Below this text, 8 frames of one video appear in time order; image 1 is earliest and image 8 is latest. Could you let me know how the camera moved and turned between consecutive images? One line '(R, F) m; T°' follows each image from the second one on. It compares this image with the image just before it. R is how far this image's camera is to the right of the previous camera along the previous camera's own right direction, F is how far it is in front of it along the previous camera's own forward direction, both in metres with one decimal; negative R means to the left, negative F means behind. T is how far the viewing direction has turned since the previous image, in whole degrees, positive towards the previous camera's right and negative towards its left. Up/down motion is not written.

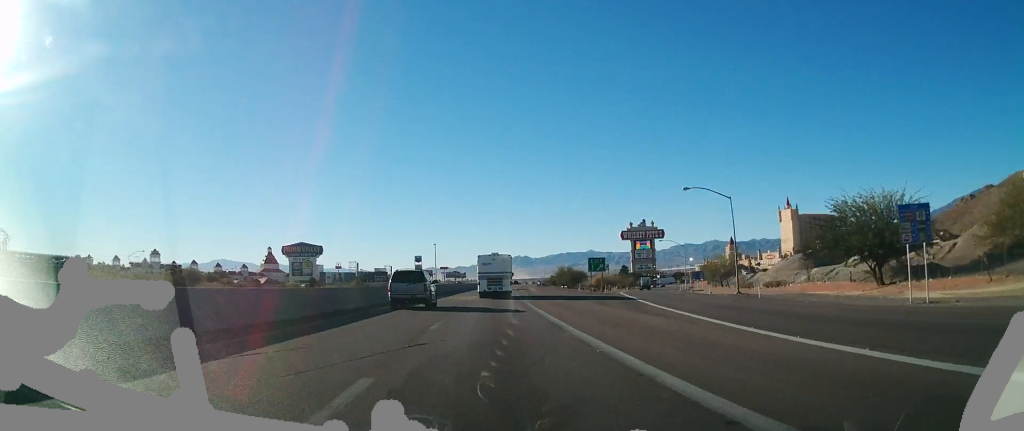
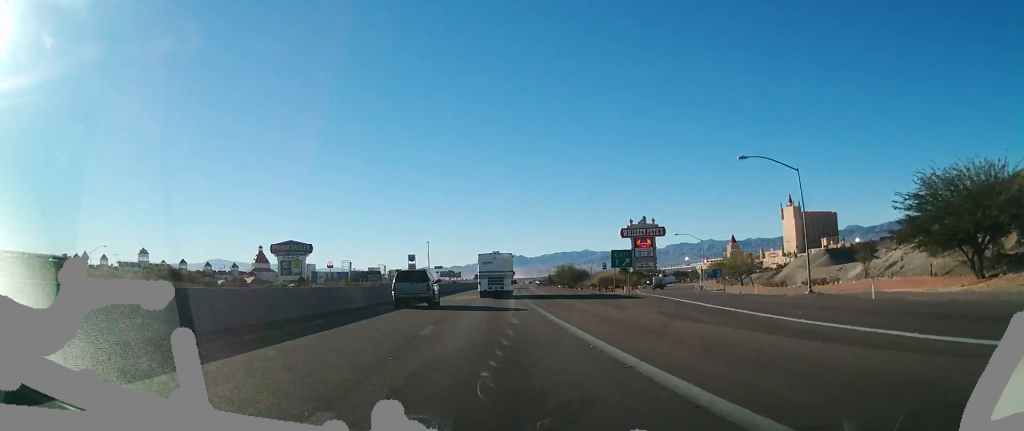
(+0.3, +14.5) m; +1°
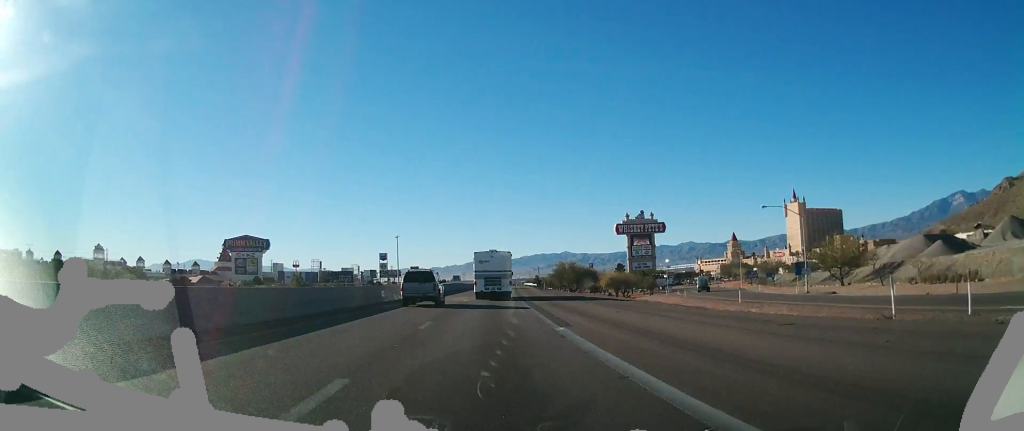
(+0.9, +46.7) m; +2°
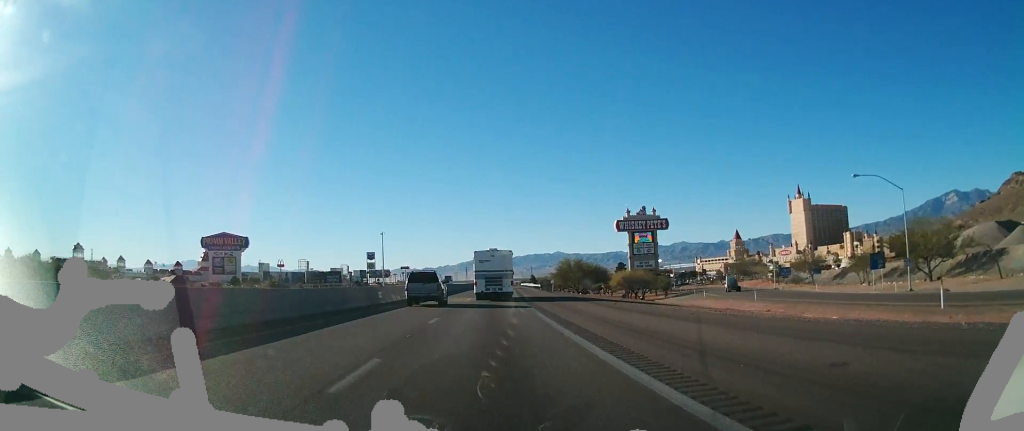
(+0.2, +22.1) m; +1°
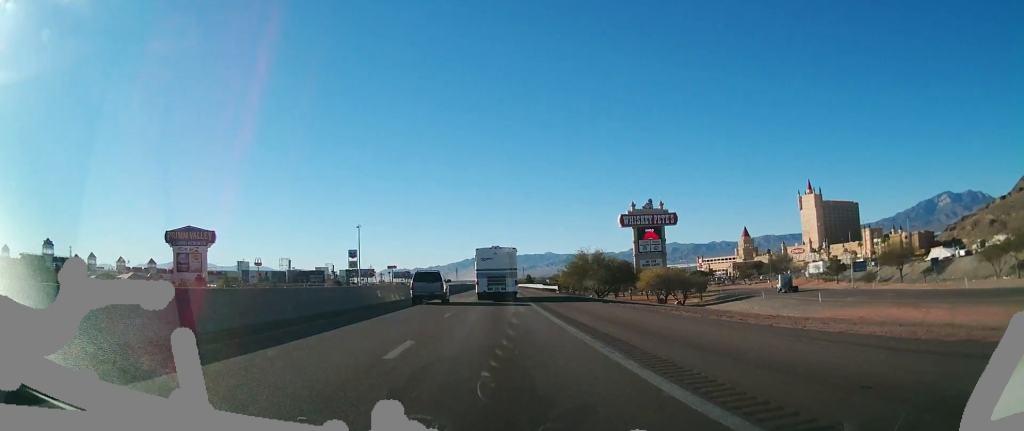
(+0.7, +33.1) m; +2°
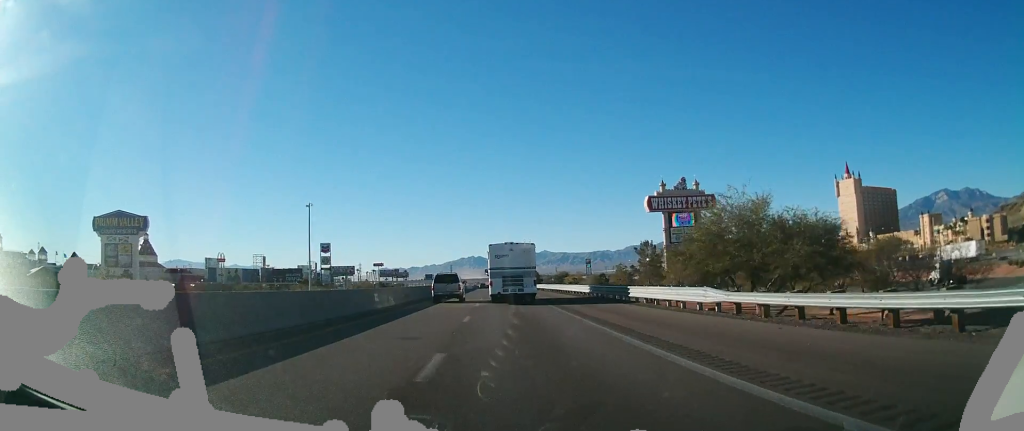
(+0.7, +63.0) m; +1°
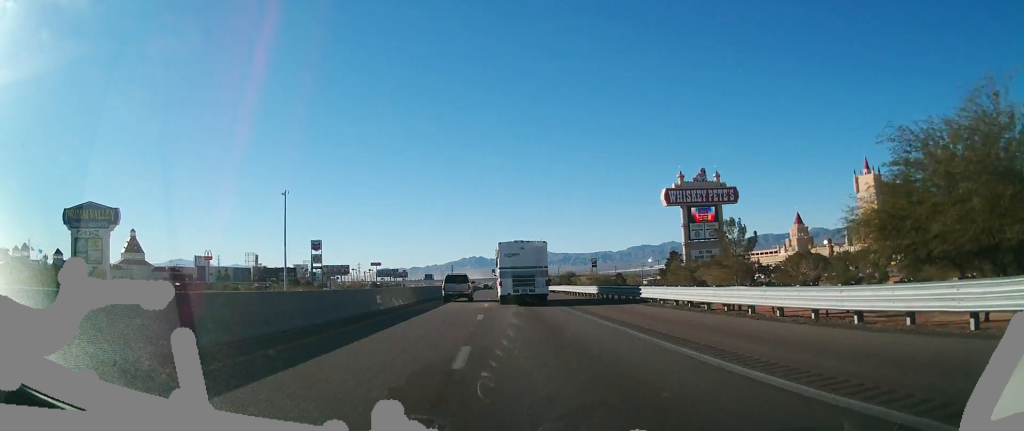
(+0.2, +23.3) m; 0°
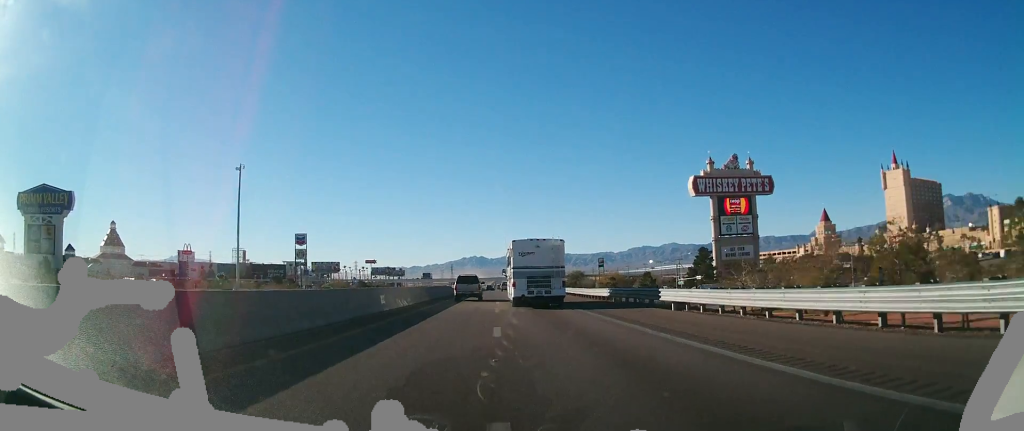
(-0.4, +31.0) m; 0°
